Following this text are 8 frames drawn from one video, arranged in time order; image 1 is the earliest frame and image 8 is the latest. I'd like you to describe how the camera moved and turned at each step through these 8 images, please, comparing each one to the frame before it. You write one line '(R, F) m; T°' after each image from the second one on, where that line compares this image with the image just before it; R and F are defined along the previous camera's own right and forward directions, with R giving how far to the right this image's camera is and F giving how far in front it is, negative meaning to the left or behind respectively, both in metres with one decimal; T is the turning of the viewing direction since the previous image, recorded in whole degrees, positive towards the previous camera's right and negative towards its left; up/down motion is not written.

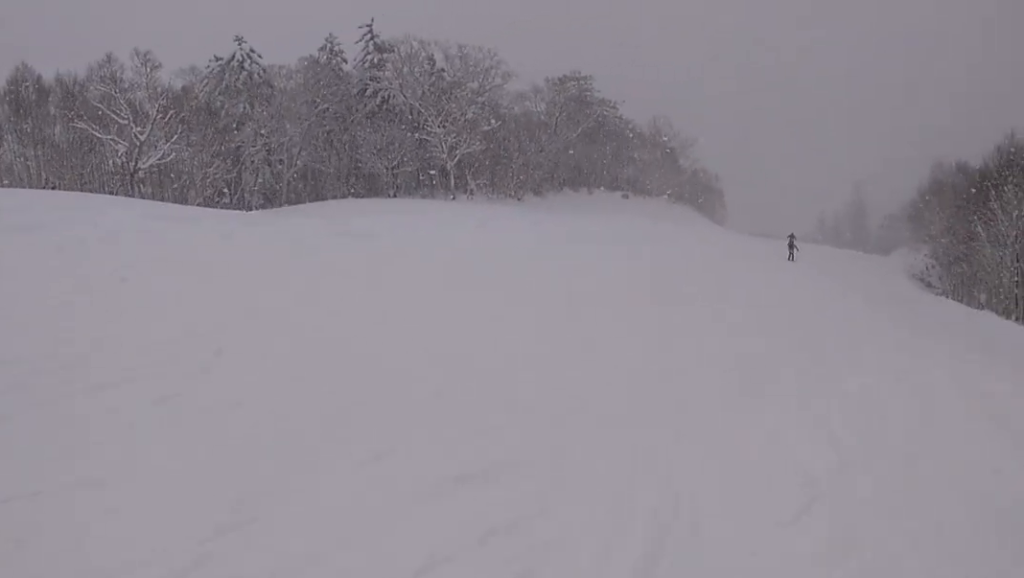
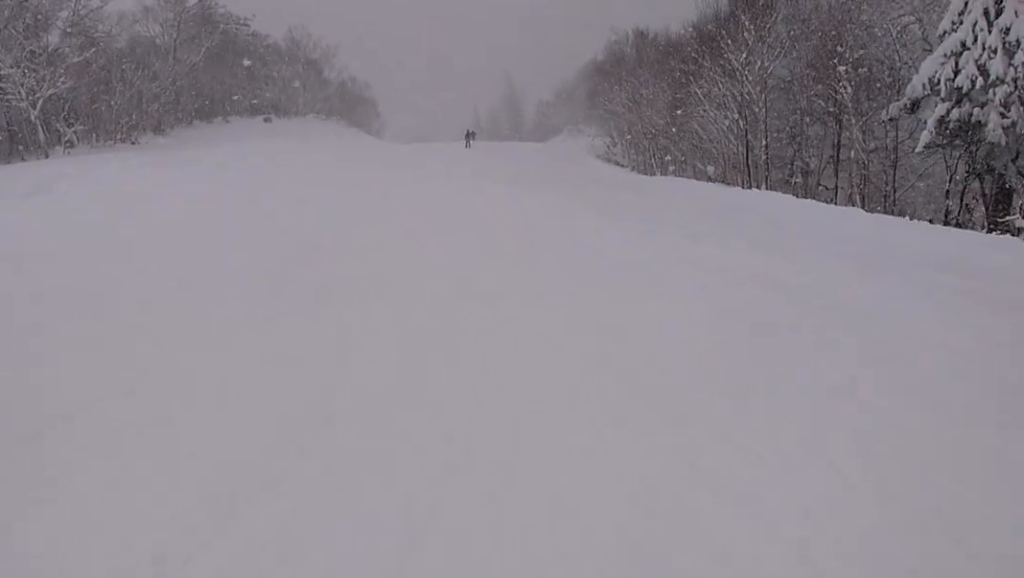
(+3.4, +12.8) m; +19°
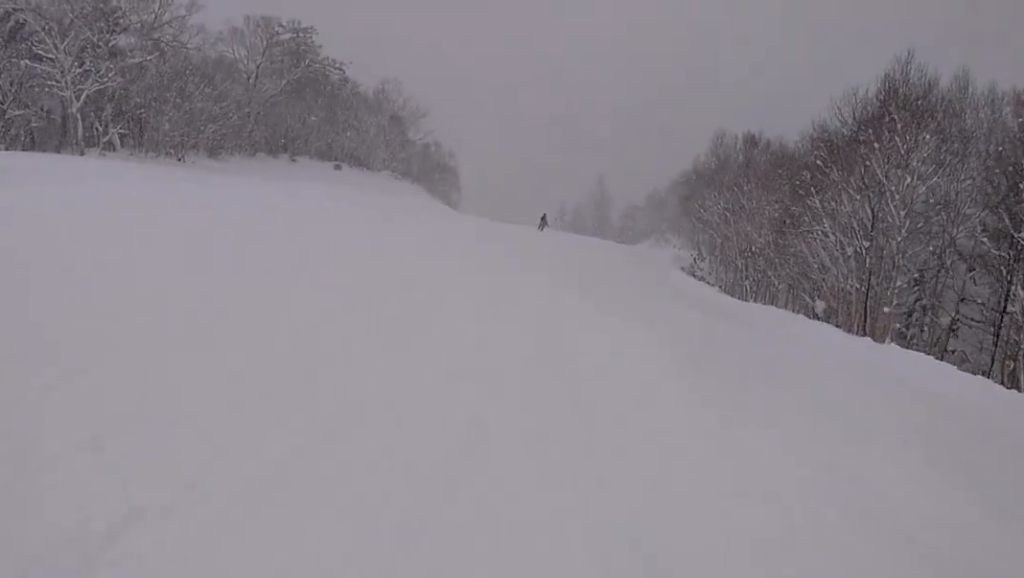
(-0.3, +6.0) m; -1°
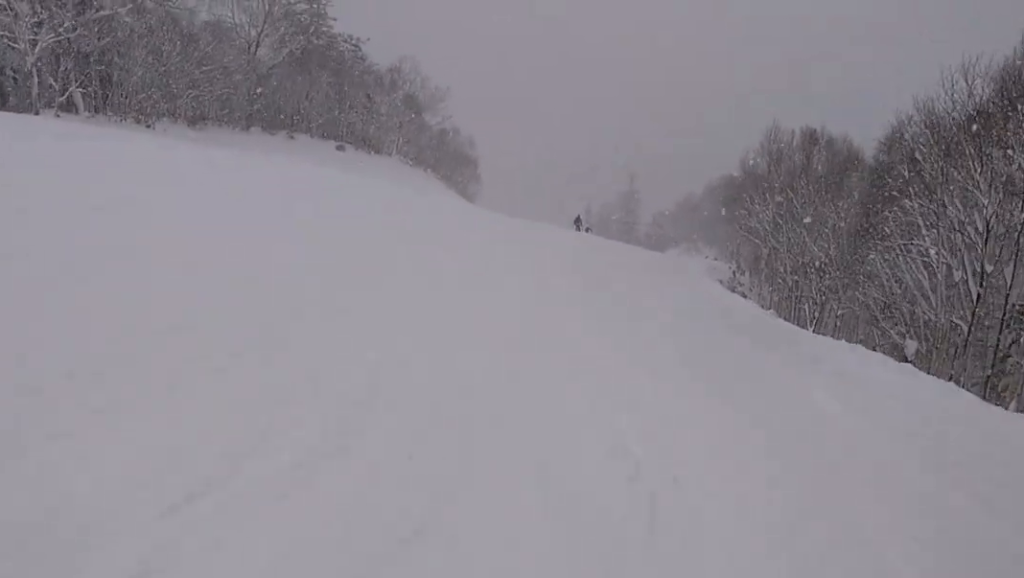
(+0.1, +6.0) m; -2°
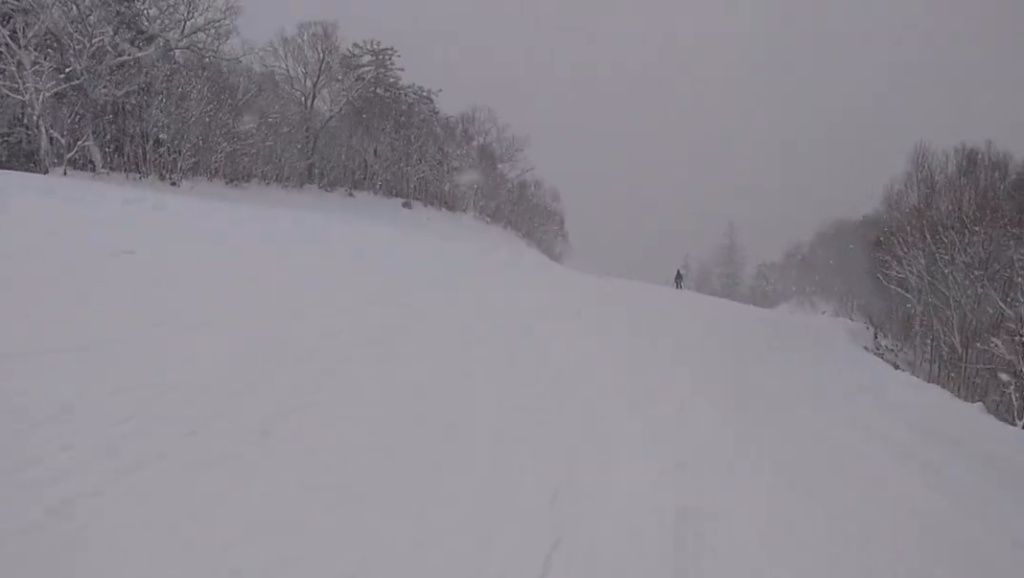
(-0.2, +7.0) m; -3°
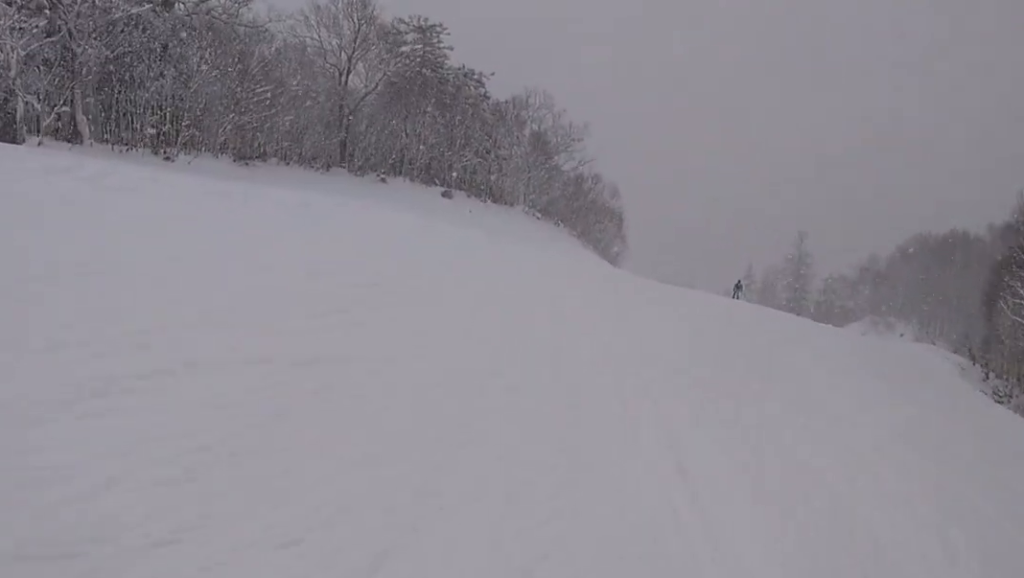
(-0.2, +5.8) m; -1°
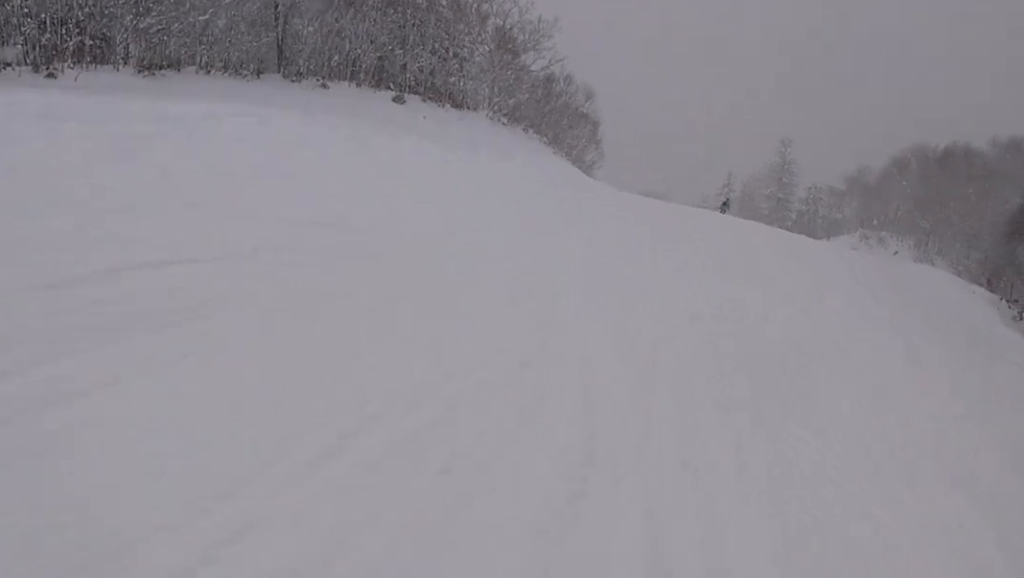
(+0.2, +5.3) m; +2°
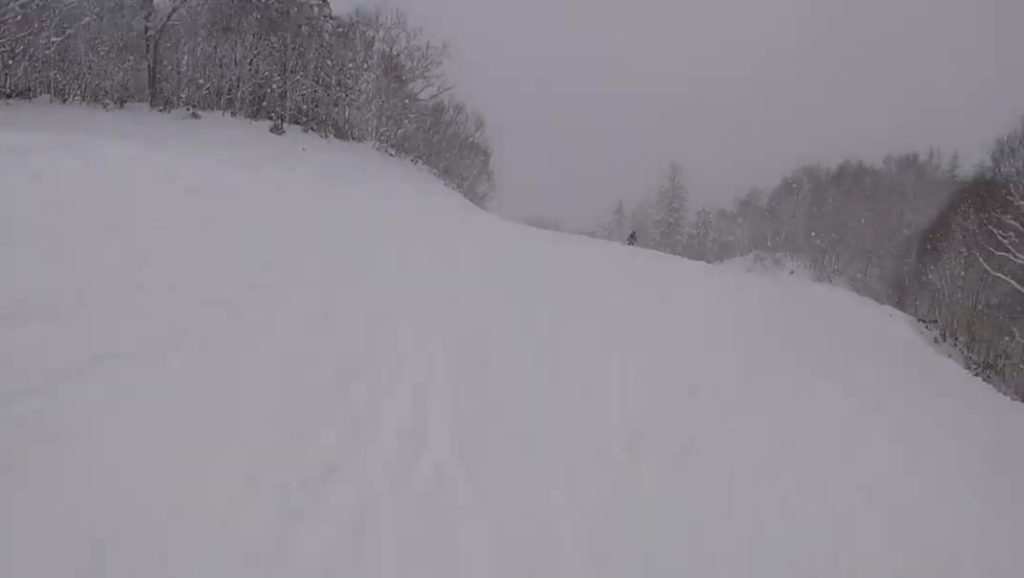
(0.0, +3.4) m; 0°
